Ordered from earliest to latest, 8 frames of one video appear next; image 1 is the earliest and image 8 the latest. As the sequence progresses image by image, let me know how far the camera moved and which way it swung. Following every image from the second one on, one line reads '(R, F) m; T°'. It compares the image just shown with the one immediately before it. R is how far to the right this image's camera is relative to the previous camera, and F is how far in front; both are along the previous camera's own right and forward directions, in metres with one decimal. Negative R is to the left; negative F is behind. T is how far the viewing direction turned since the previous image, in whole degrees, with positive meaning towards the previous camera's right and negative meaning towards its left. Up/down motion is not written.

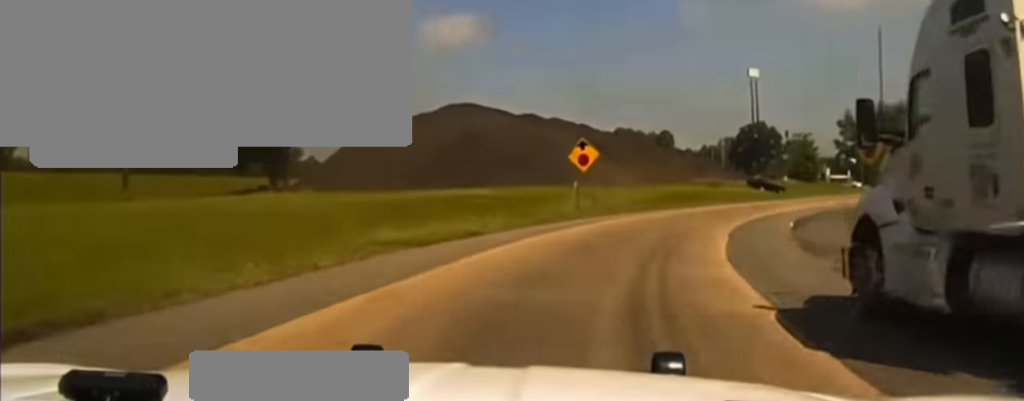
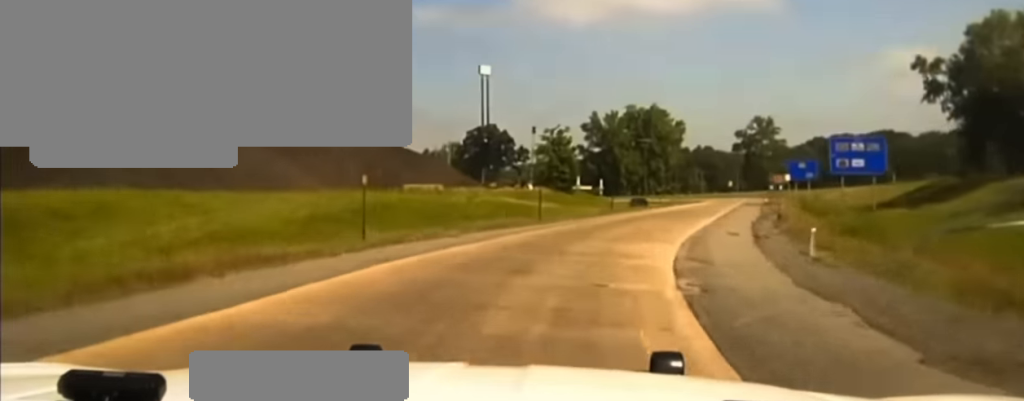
(+8.7, +28.5) m; +35°
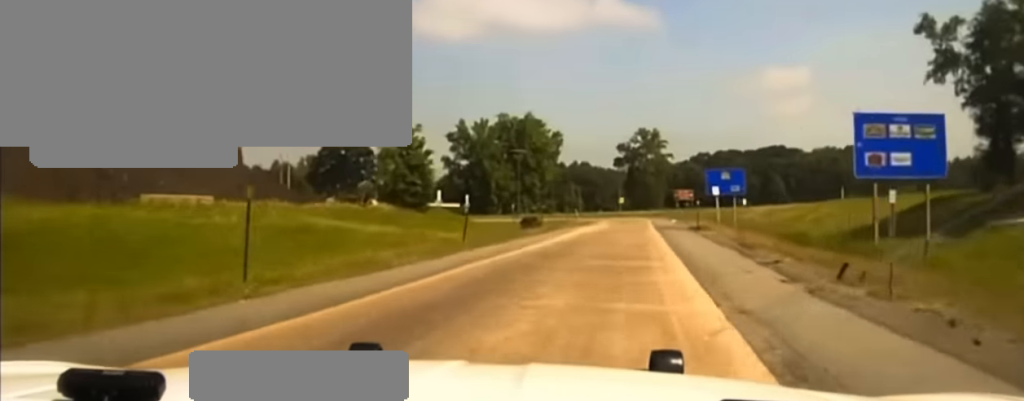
(+3.6, +21.2) m; +10°
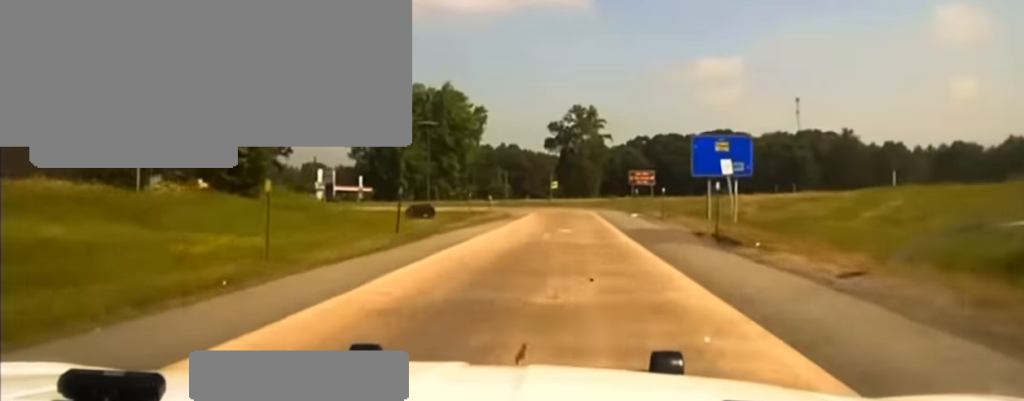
(0.0, +22.9) m; 0°
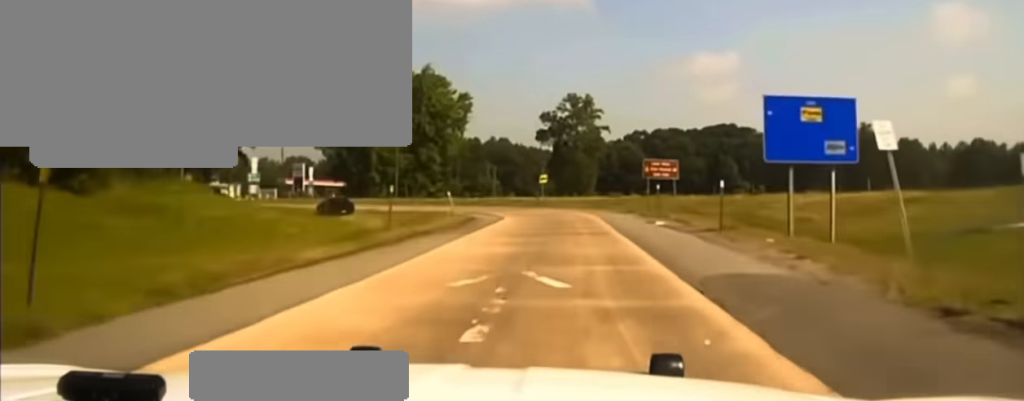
(0.0, +15.4) m; 0°
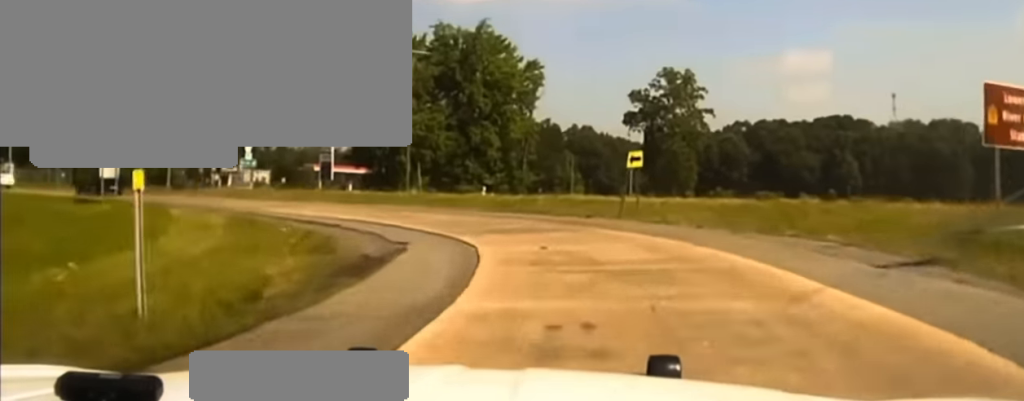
(0.0, +32.3) m; 0°
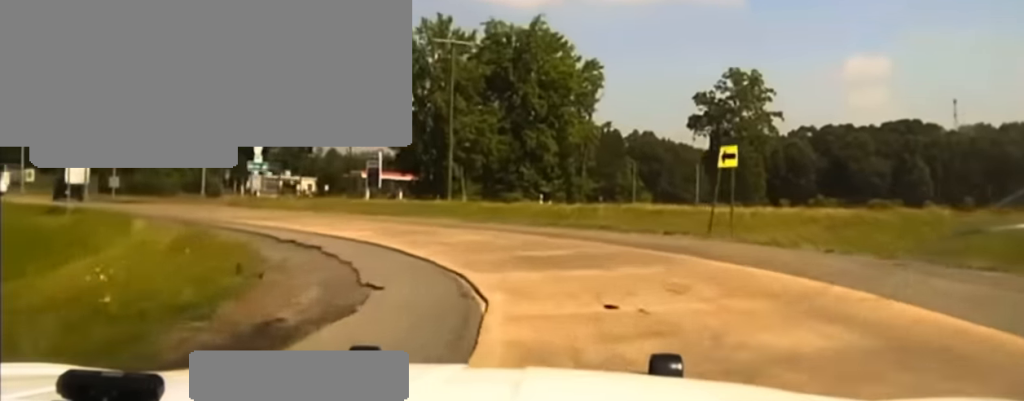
(0.0, +8.4) m; 0°
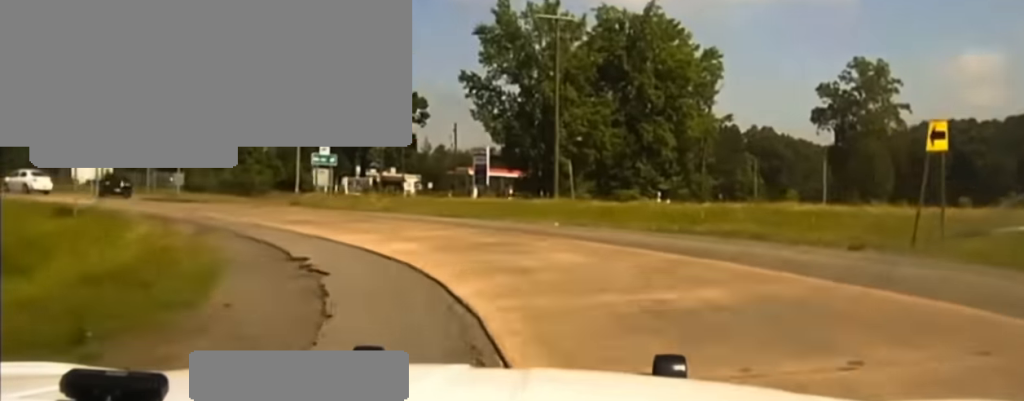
(0.0, +8.1) m; 0°
